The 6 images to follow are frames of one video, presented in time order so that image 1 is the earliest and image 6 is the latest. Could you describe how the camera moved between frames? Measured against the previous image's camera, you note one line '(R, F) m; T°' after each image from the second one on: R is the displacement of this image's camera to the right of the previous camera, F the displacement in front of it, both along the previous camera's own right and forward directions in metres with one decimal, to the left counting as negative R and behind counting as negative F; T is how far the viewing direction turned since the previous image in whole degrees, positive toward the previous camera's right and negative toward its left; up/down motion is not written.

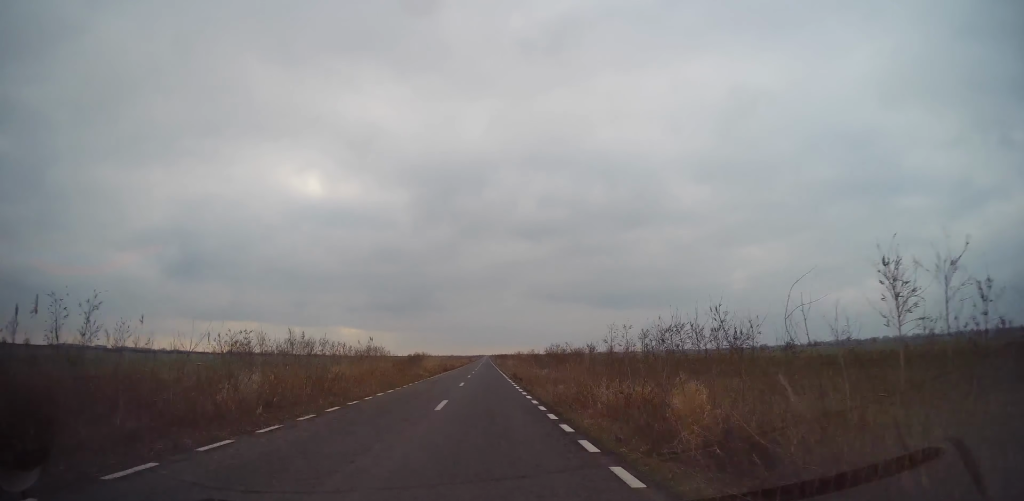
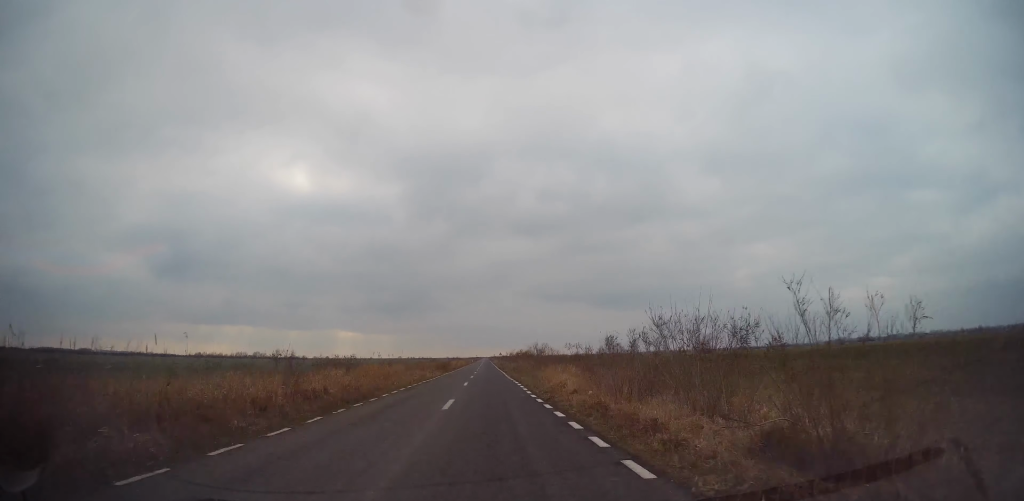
(+0.5, +105.0) m; 0°
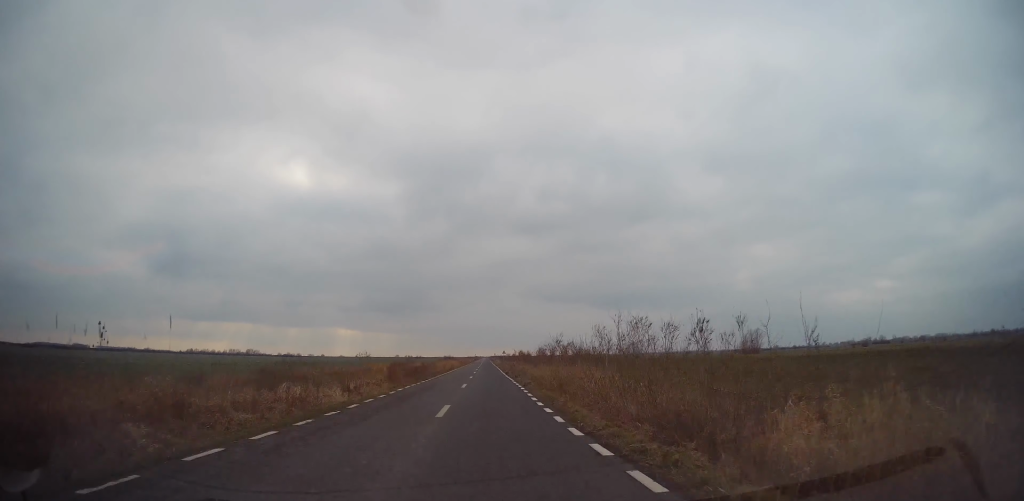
(-0.3, +24.8) m; -1°
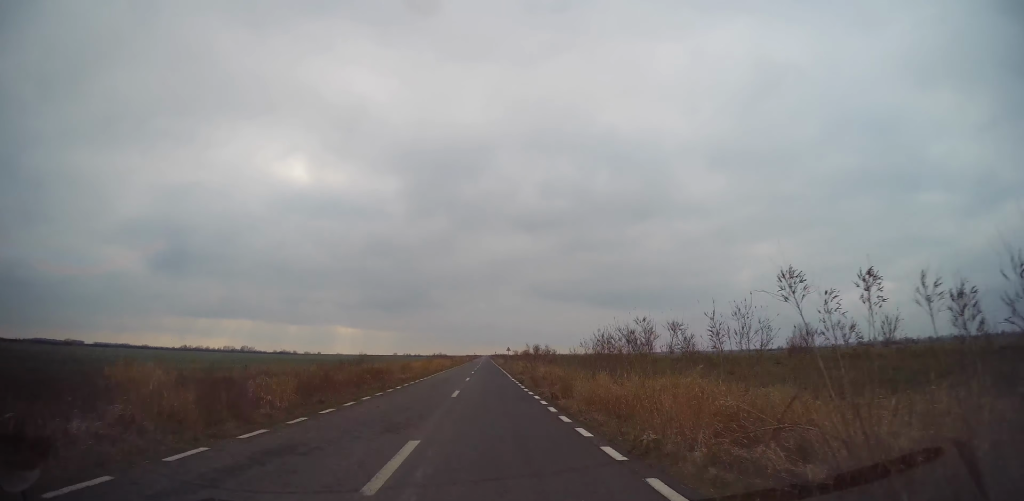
(0.0, +18.7) m; 0°
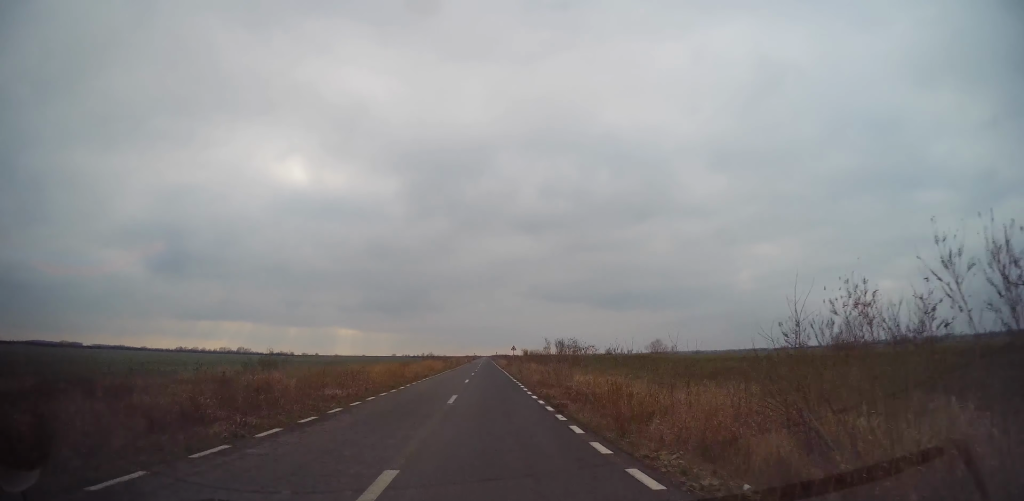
(-0.1, +13.6) m; +1°
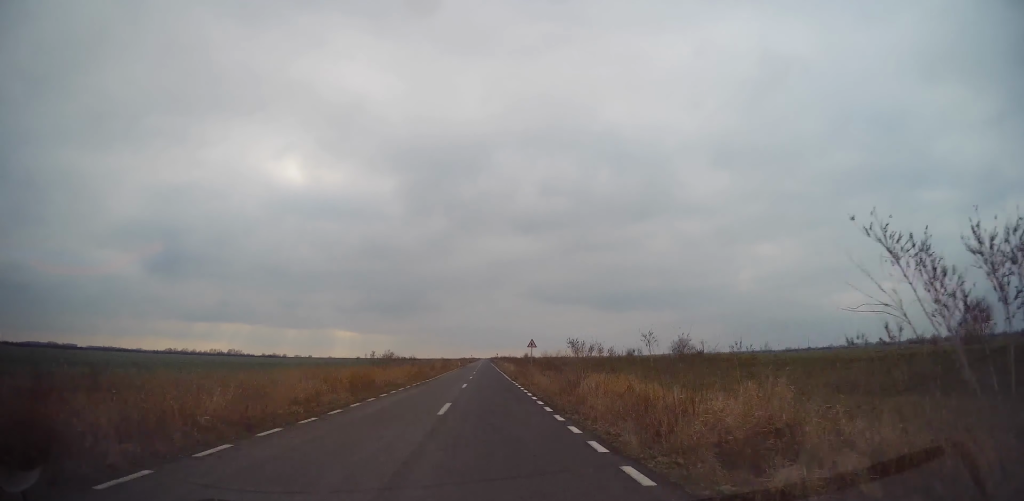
(+0.5, +26.2) m; 0°
